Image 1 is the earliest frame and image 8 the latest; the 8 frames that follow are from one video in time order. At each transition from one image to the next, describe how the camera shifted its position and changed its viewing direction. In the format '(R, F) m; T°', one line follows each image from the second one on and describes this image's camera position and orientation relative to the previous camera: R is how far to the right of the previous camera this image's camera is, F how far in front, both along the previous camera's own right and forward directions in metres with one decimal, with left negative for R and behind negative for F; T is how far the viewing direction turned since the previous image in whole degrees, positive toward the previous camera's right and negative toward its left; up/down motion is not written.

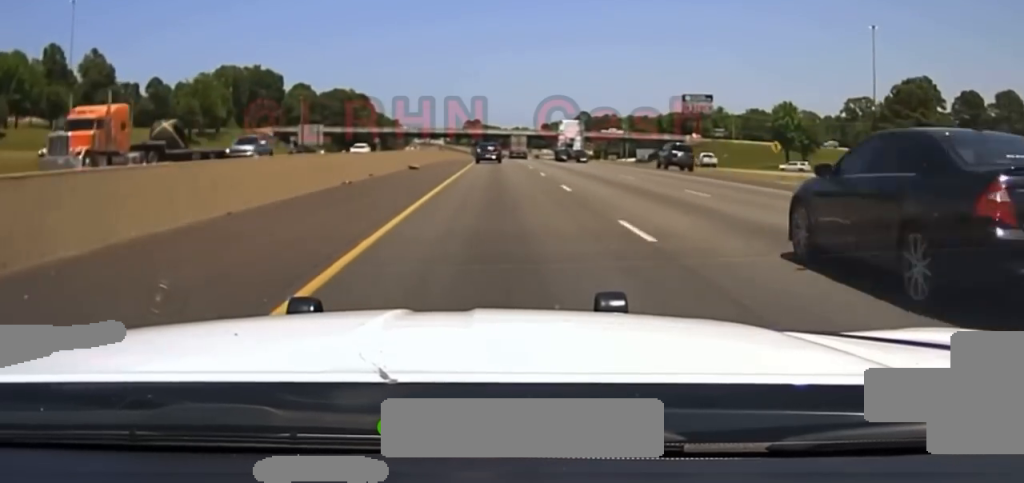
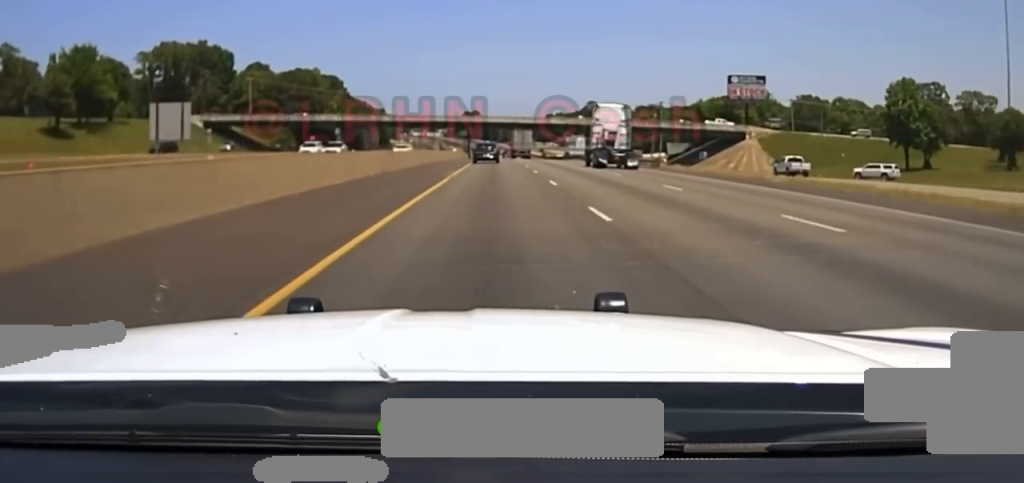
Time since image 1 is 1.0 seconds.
(0.0, +59.9) m; 0°
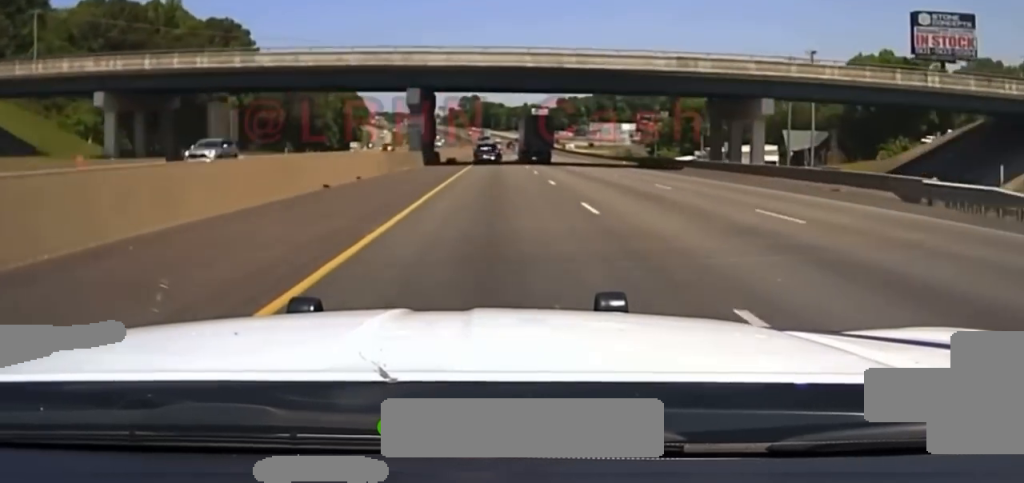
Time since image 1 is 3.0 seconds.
(-0.3, +122.3) m; 0°
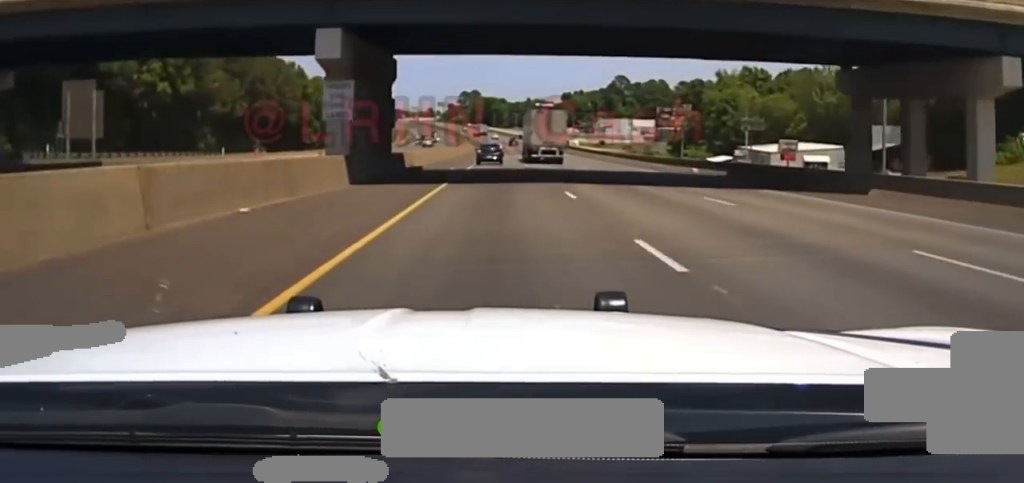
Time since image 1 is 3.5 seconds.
(+0.1, +34.2) m; 0°
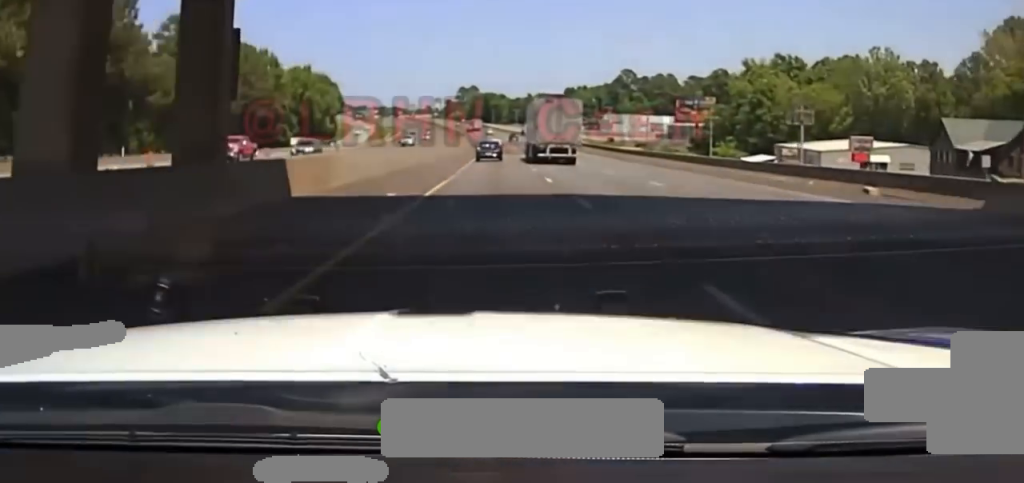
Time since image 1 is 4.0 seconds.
(+0.1, +29.7) m; 0°
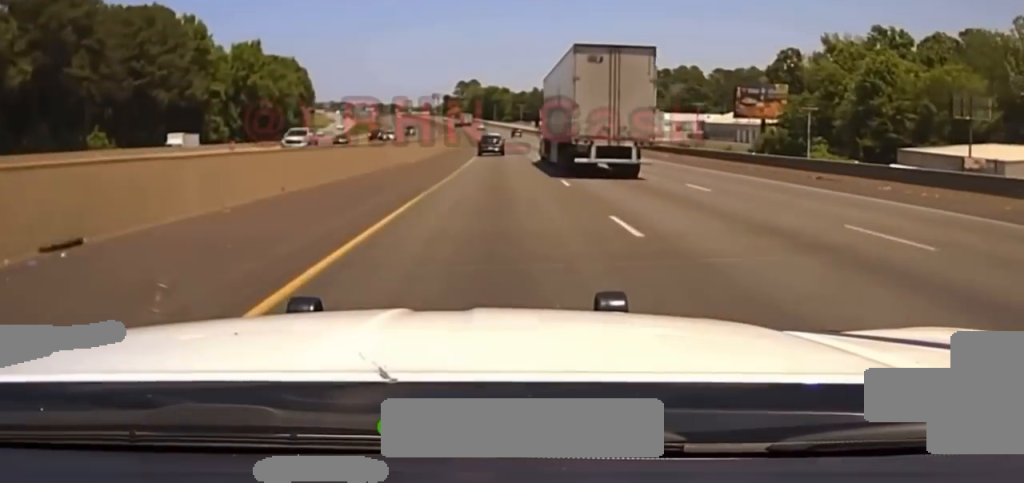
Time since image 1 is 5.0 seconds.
(-0.1, +50.9) m; 0°
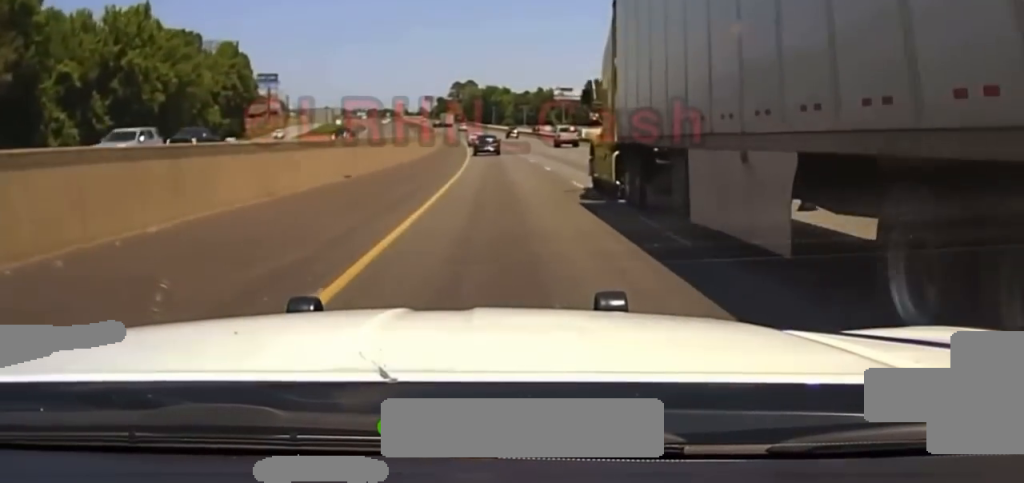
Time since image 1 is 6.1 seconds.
(-0.3, +53.9) m; -1°
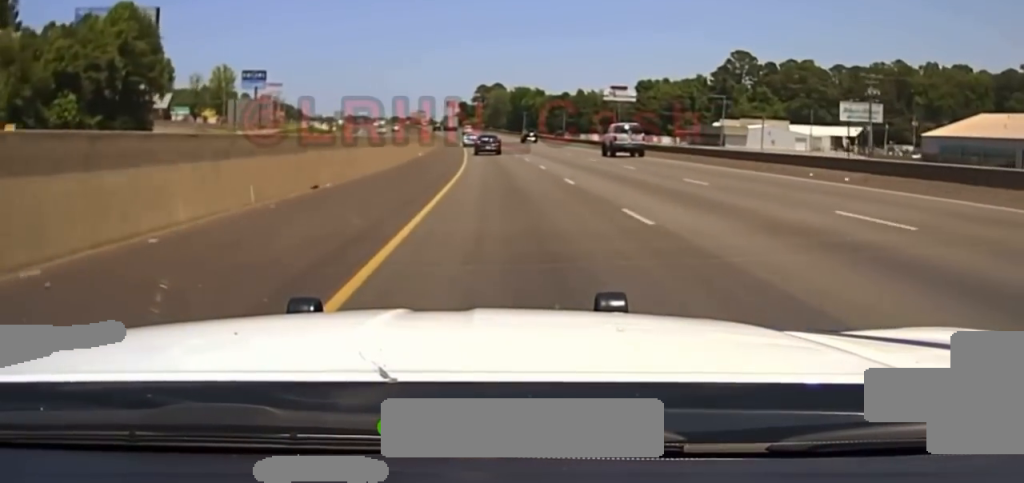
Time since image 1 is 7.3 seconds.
(-0.2, +62.0) m; -1°
